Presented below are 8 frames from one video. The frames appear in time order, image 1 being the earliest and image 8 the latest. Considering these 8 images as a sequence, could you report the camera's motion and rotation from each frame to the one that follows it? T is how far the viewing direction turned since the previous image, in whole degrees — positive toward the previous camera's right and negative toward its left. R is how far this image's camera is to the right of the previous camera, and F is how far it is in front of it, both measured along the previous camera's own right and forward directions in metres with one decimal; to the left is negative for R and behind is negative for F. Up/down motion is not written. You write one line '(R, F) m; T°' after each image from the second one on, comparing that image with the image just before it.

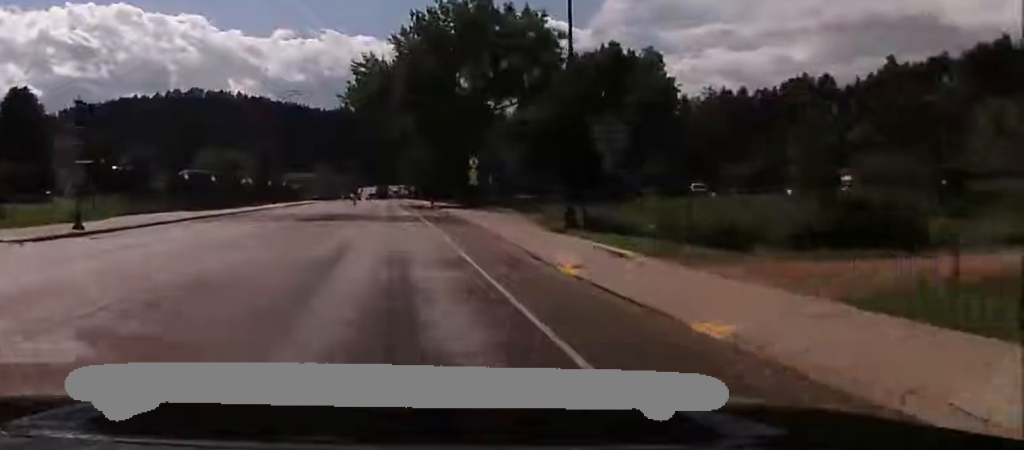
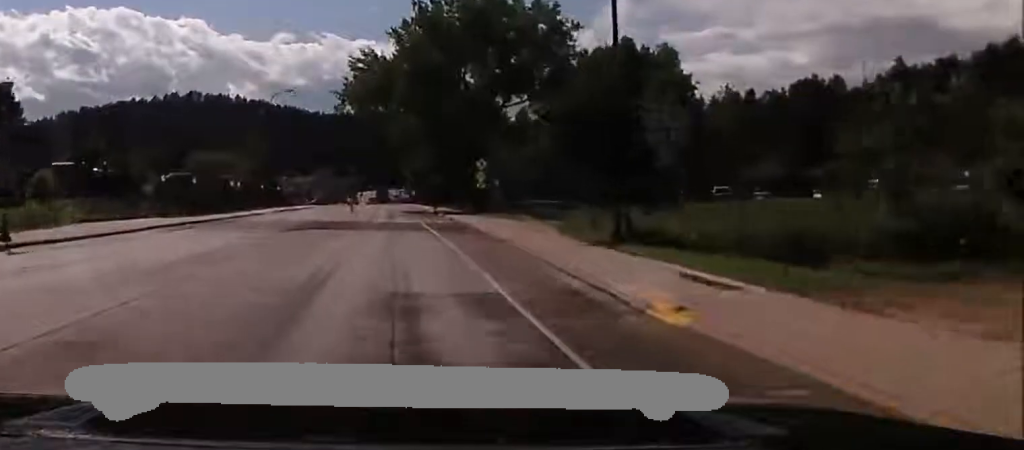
(0.0, +6.1) m; 0°
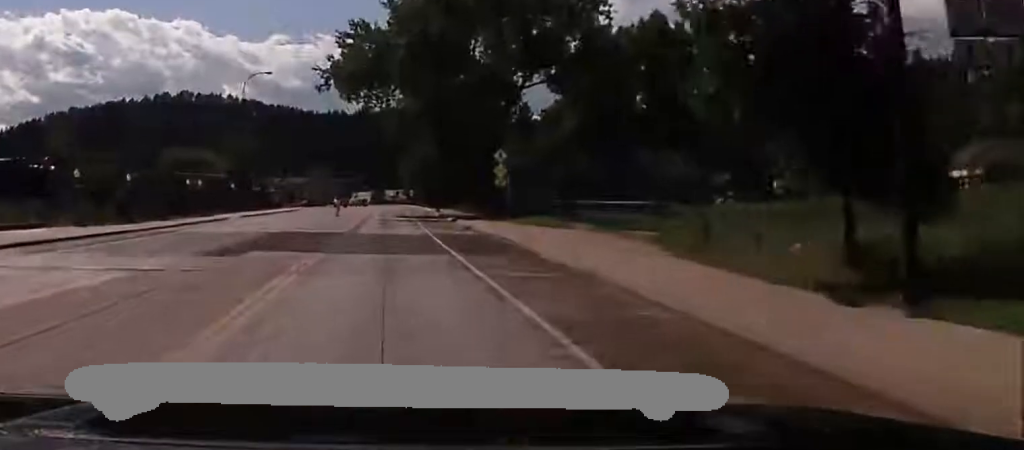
(0.0, +14.1) m; 0°
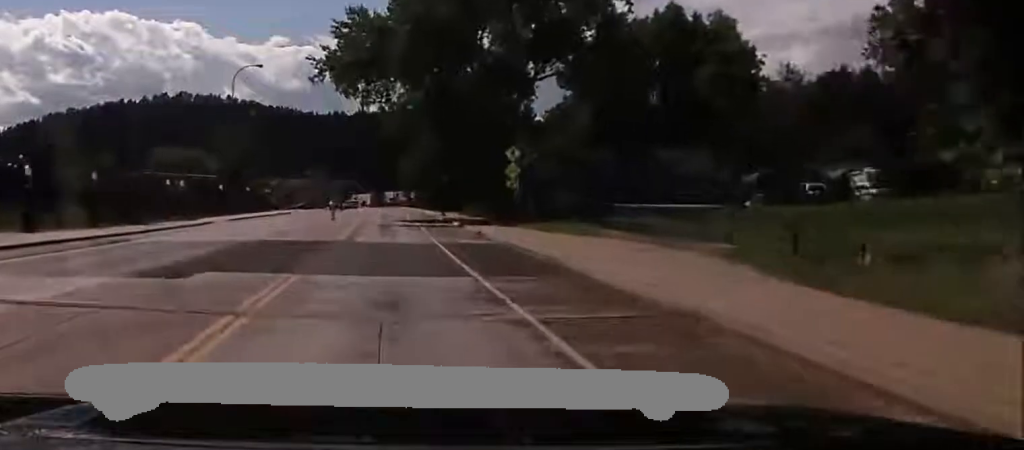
(0.0, +5.4) m; 0°
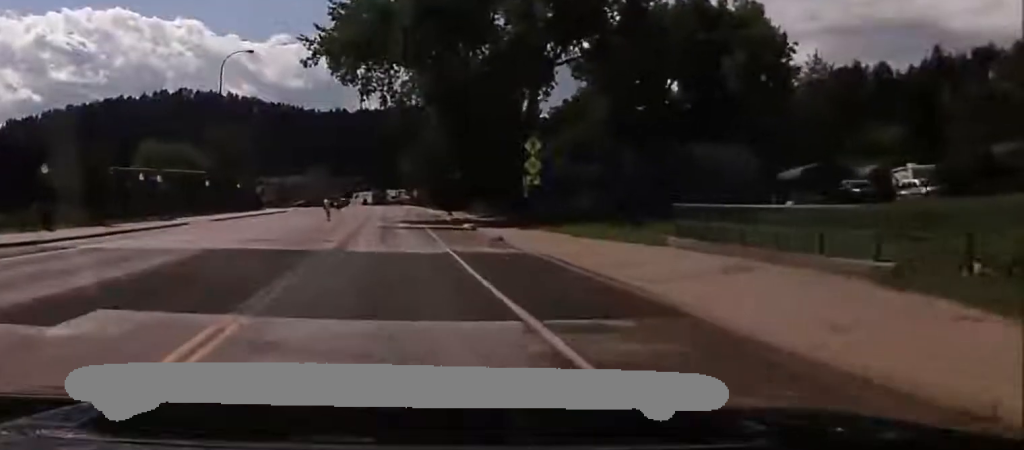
(0.0, +6.7) m; 0°
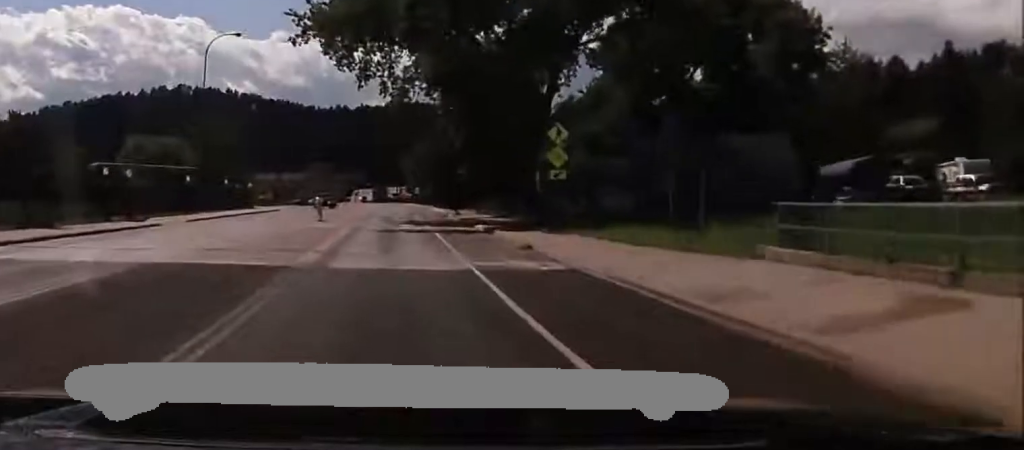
(0.0, +6.7) m; 0°
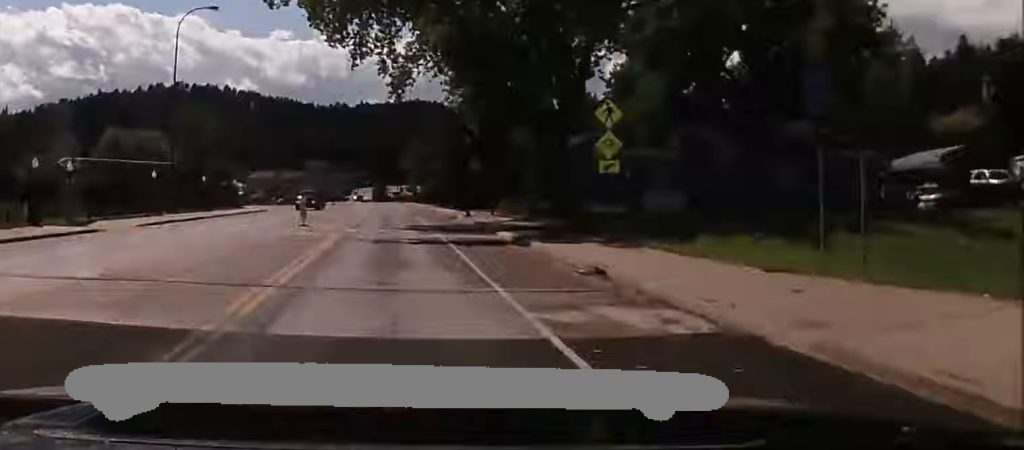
(0.0, +9.2) m; 0°
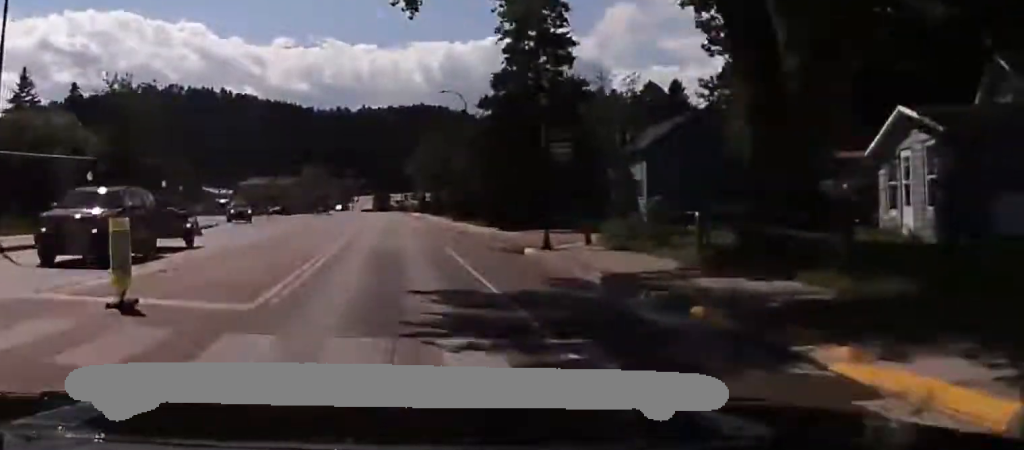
(0.0, +26.9) m; 0°
